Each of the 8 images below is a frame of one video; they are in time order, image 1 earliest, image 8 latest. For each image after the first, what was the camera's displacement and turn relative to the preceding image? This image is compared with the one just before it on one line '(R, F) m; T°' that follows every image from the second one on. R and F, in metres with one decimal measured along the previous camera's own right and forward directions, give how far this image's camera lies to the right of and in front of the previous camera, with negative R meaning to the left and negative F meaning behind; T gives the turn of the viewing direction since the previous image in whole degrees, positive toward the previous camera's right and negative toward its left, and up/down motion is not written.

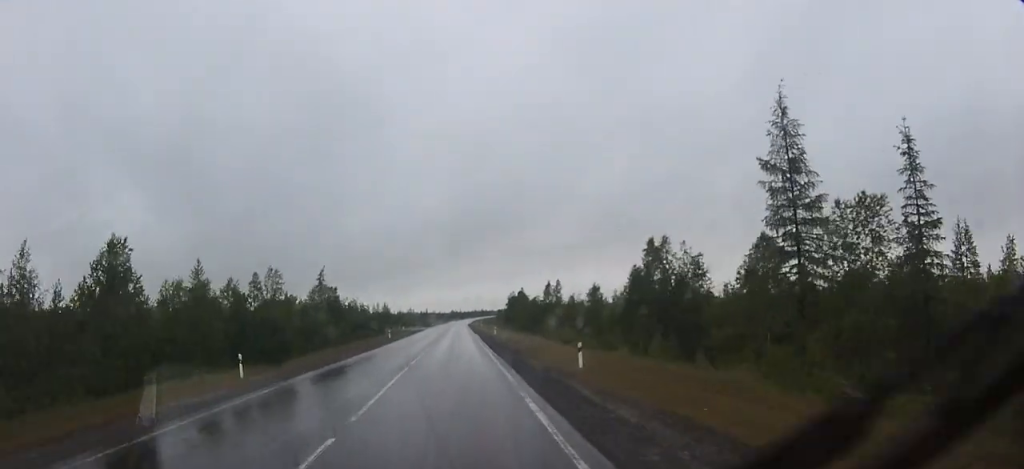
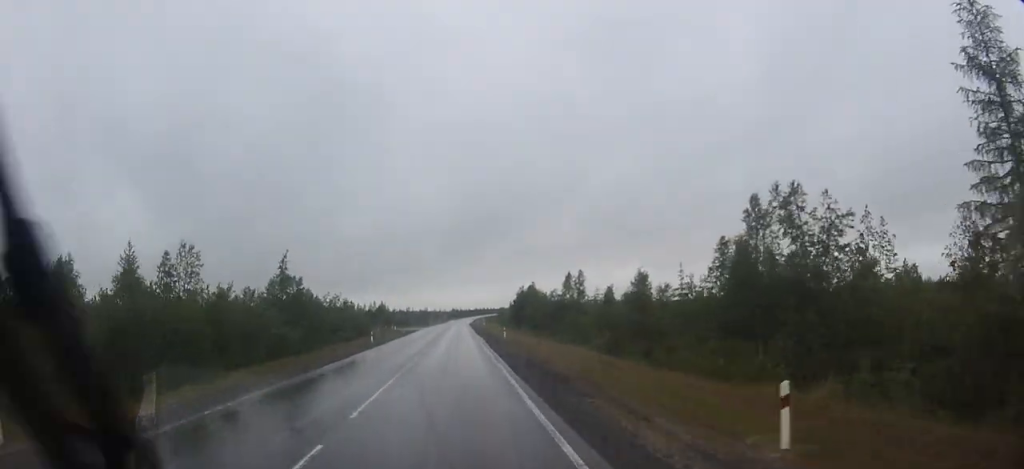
(0.0, +14.5) m; 0°
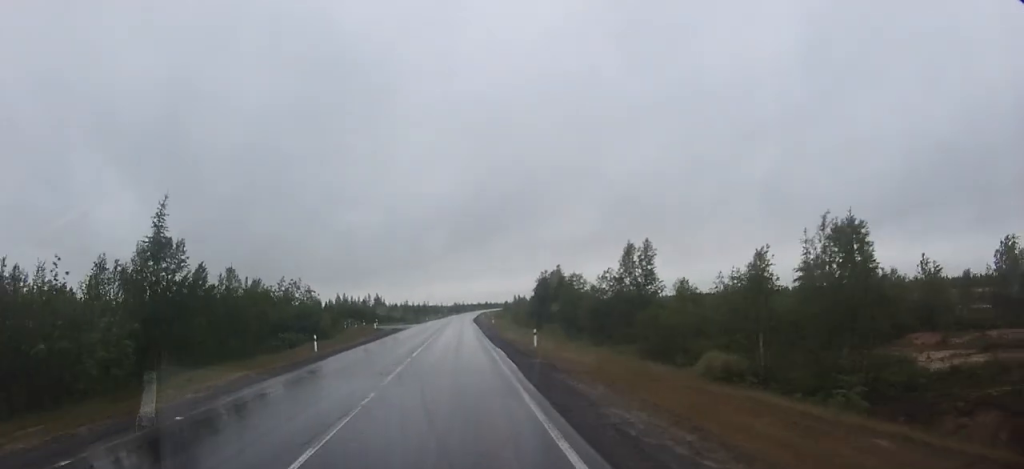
(0.0, +22.6) m; 0°
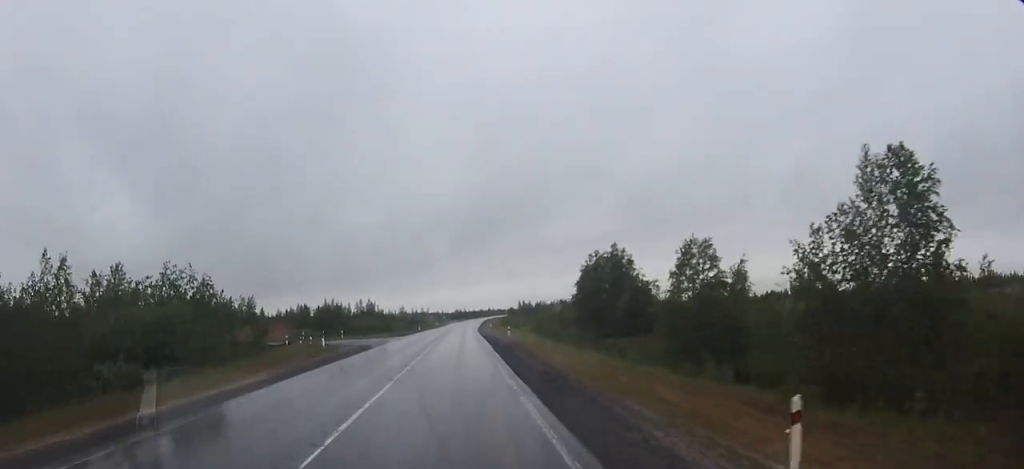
(-0.1, +26.8) m; 0°
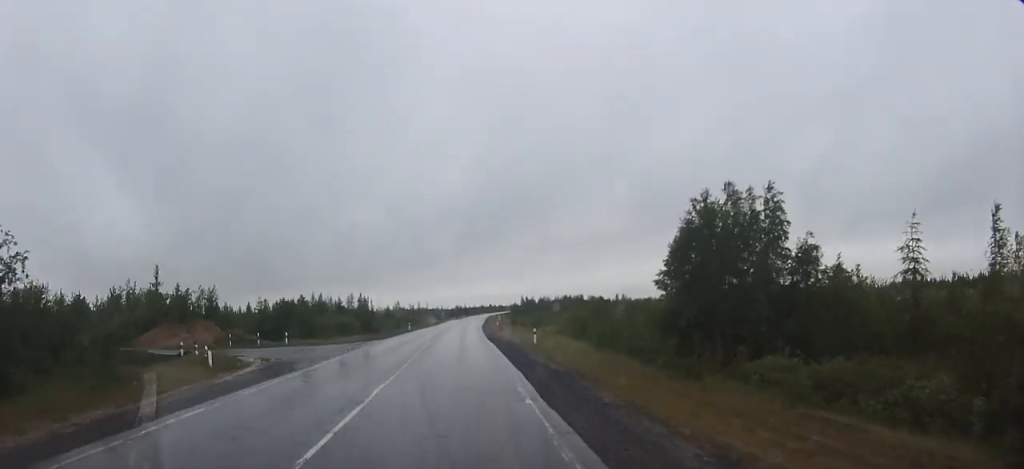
(0.0, +20.3) m; 0°
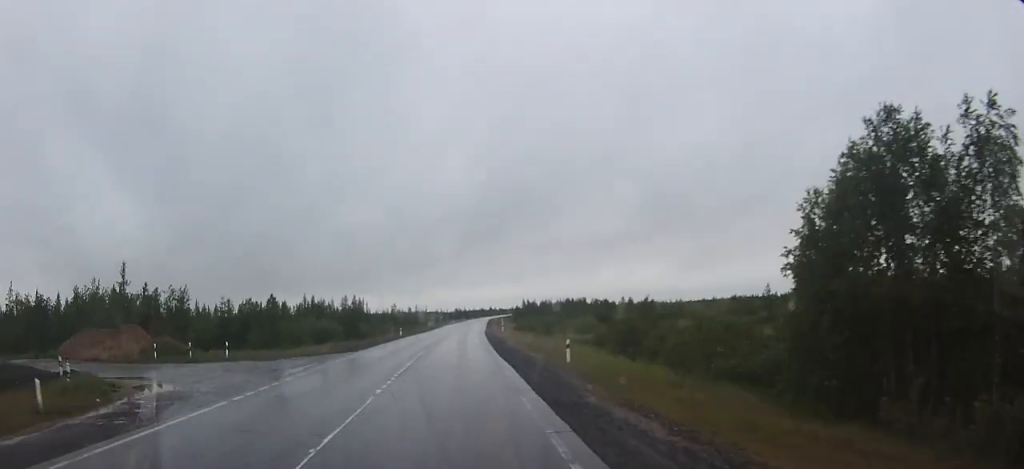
(0.0, +11.4) m; 0°
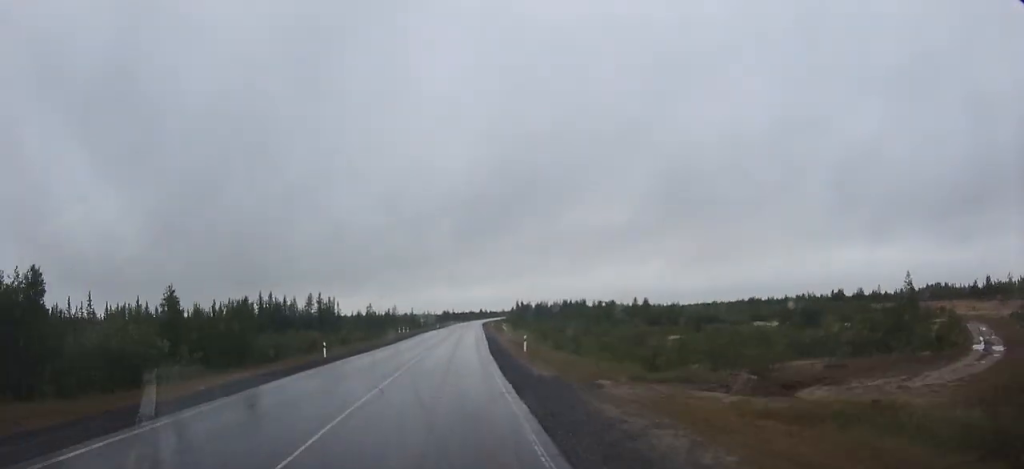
(+0.3, +36.5) m; +1°
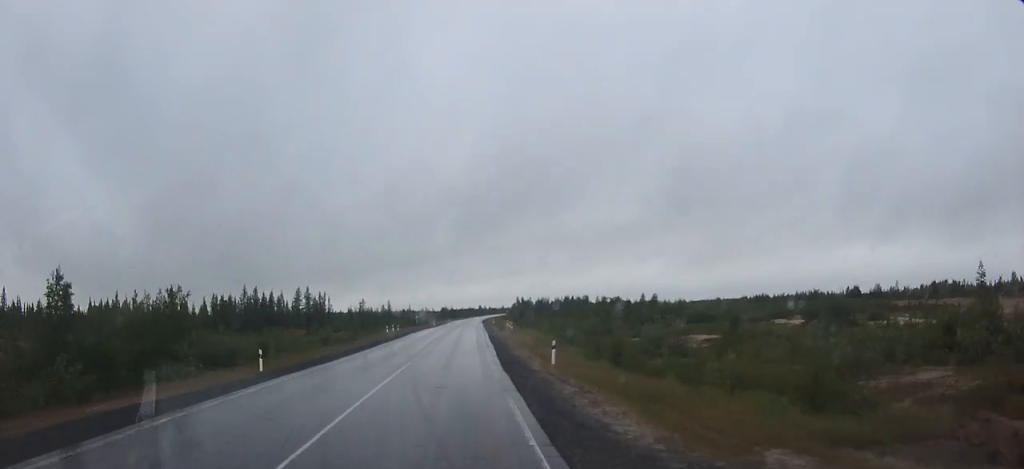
(0.0, +12.2) m; 0°
